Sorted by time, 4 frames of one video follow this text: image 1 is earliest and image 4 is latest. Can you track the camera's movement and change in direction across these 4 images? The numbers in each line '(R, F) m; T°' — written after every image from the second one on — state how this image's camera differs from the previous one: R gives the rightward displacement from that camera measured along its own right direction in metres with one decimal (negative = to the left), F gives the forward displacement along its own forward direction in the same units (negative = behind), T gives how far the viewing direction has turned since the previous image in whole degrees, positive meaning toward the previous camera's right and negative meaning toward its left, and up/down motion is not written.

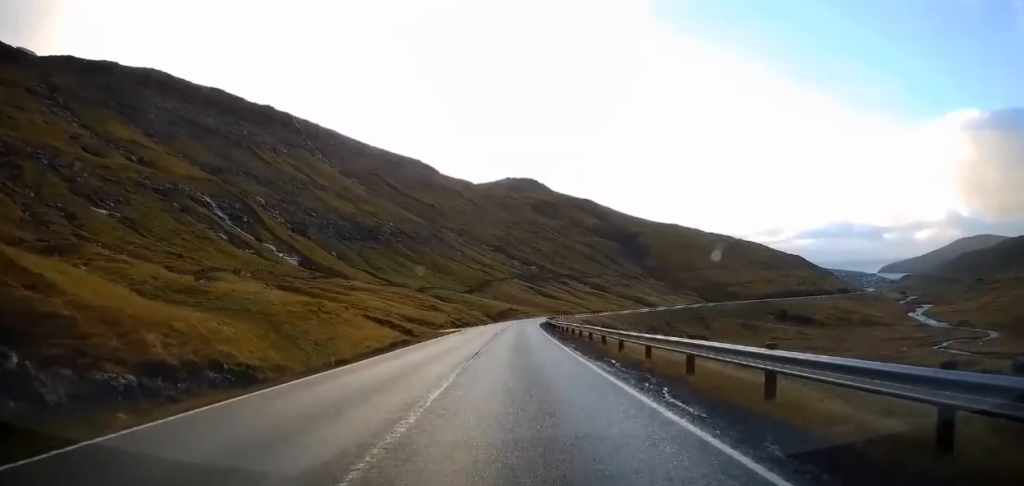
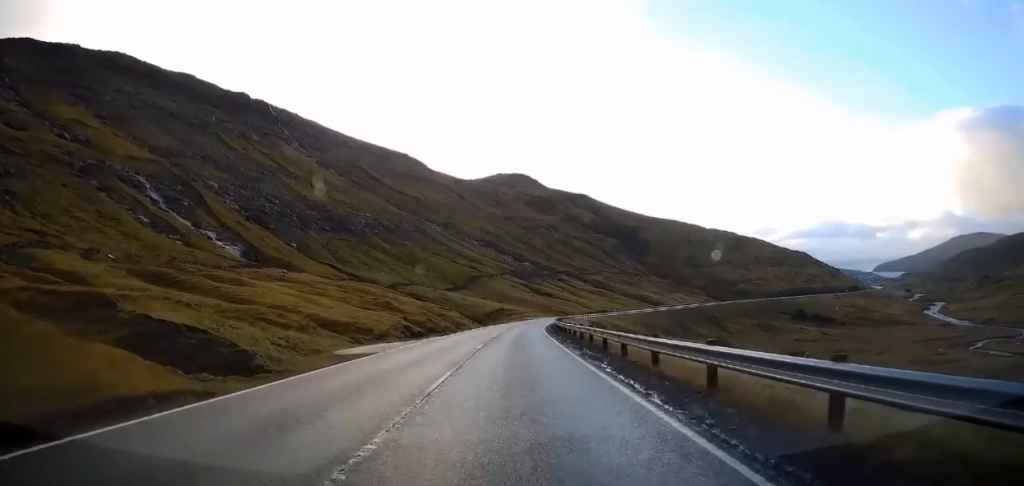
(+0.4, +34.8) m; +1°
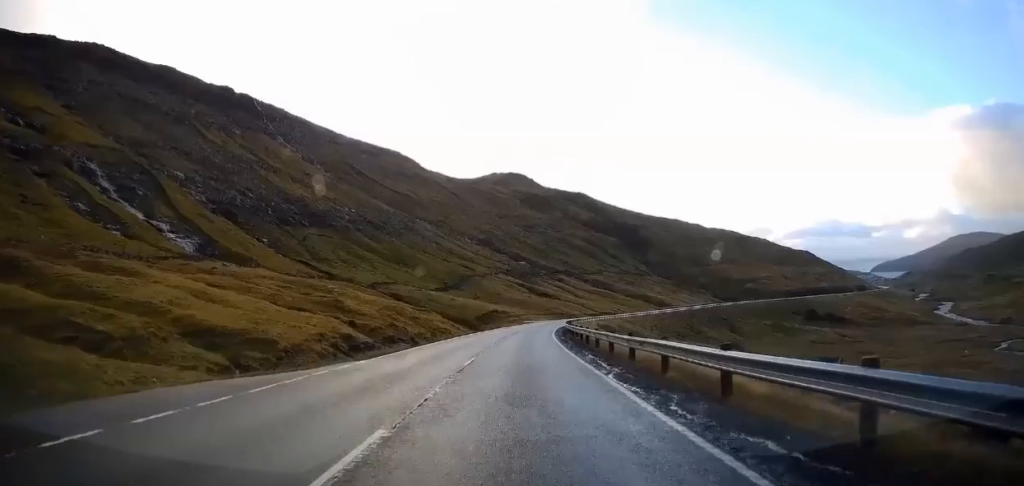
(+0.3, +21.0) m; +2°
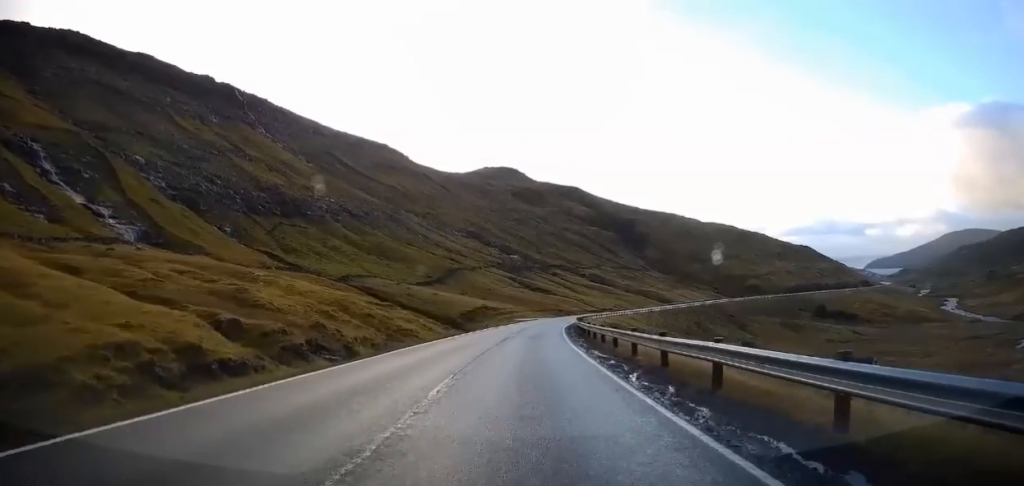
(+0.2, +19.3) m; -1°
